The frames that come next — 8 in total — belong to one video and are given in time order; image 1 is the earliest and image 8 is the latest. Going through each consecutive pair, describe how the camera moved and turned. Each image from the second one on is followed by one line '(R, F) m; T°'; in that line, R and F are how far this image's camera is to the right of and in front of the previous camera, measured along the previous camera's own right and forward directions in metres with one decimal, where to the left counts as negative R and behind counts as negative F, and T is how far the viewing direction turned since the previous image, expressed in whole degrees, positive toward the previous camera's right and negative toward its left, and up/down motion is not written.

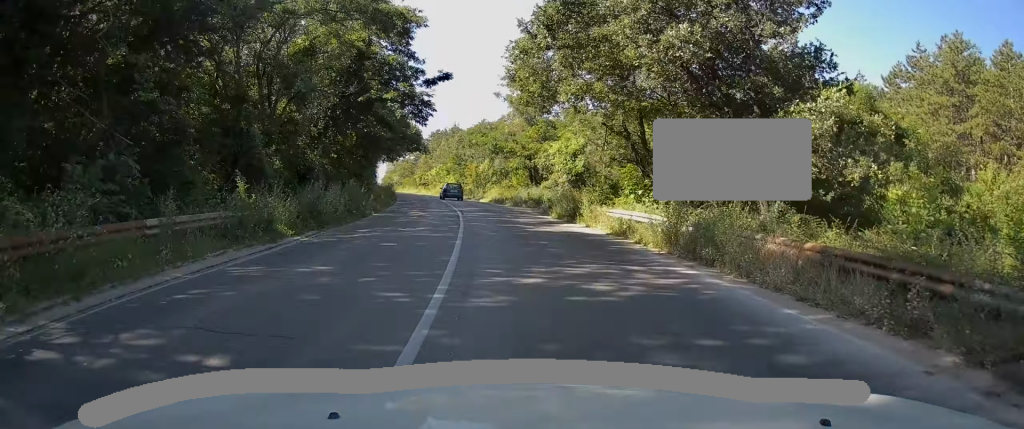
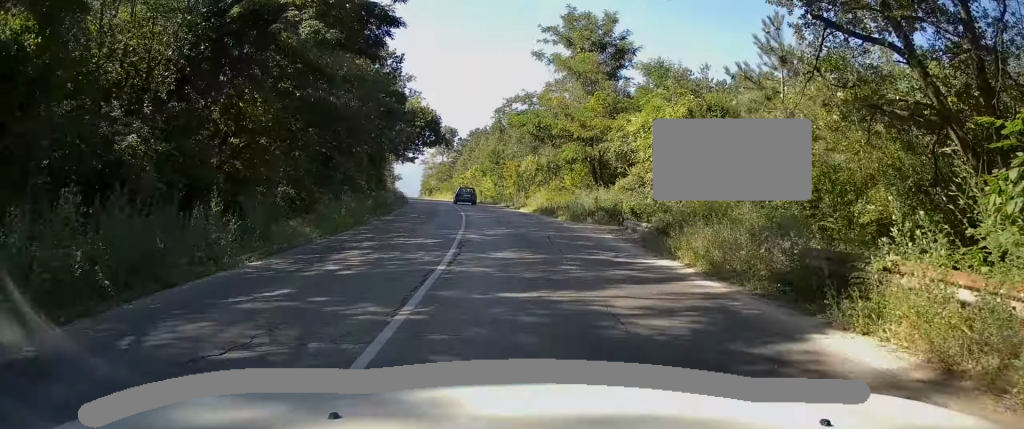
(-0.6, +16.1) m; -4°
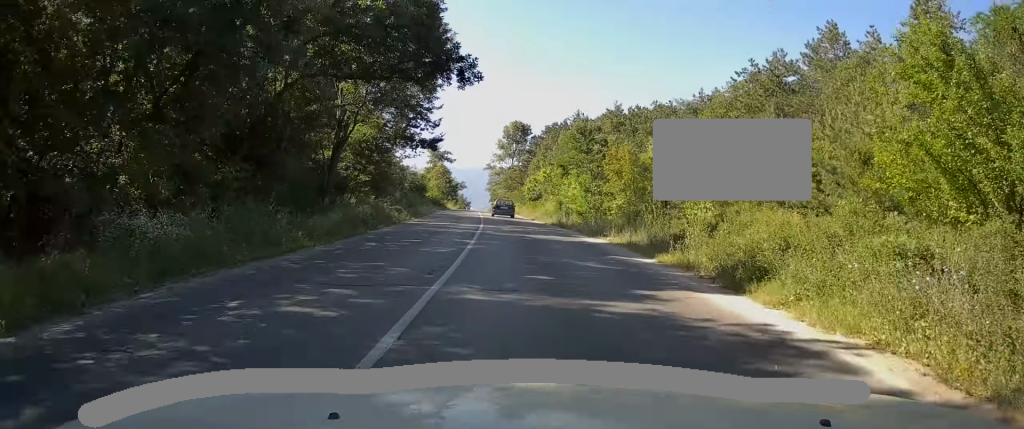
(-1.9, +31.5) m; -6°
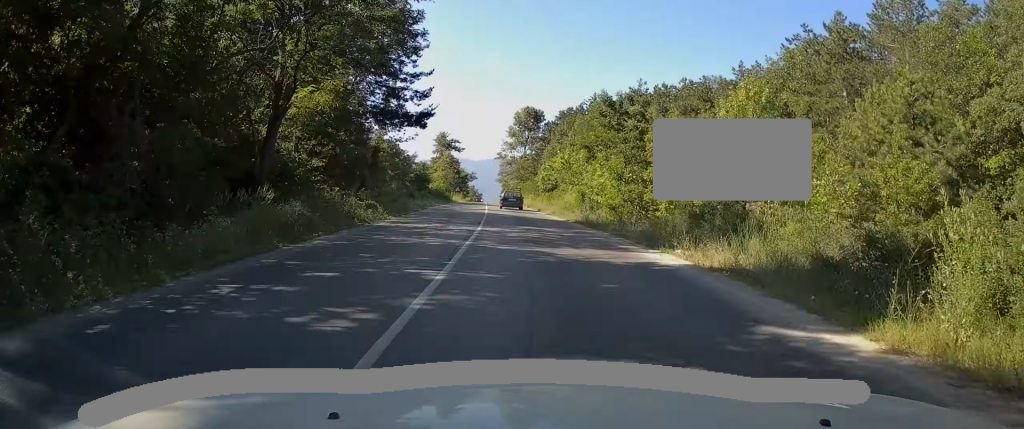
(-0.2, +8.4) m; -1°
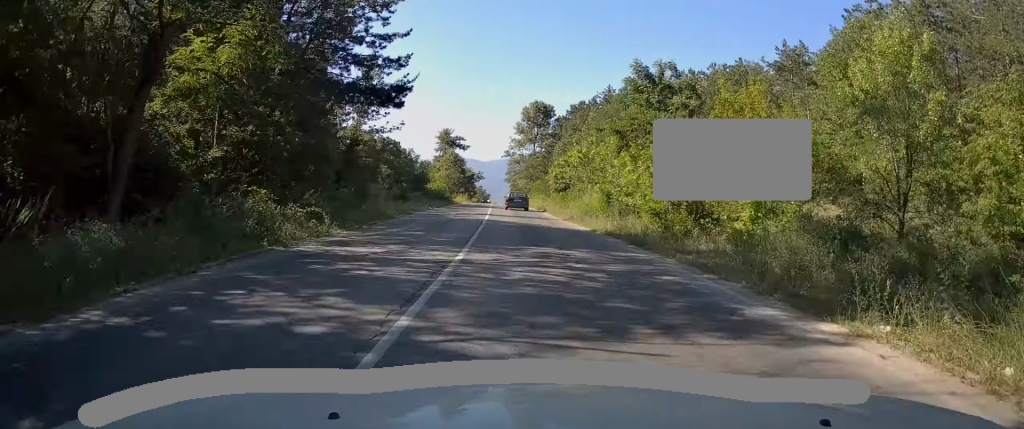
(-0.1, +7.8) m; -1°
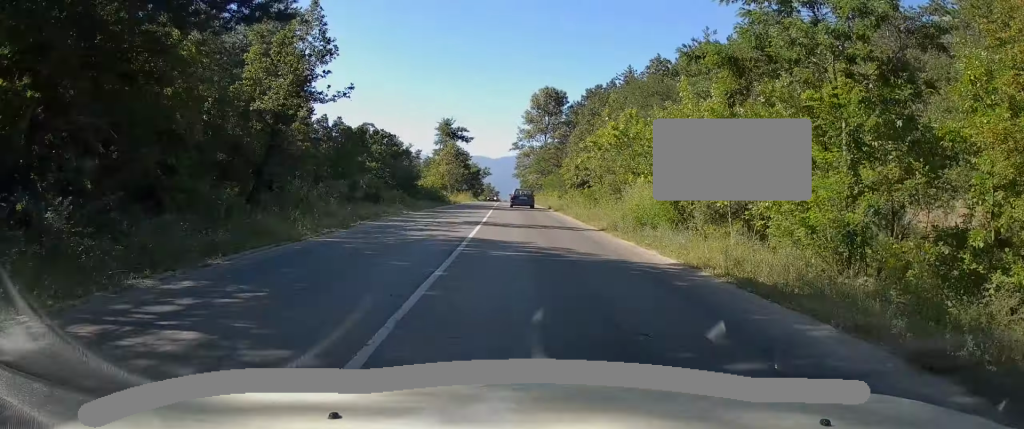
(-0.1, +12.0) m; -1°
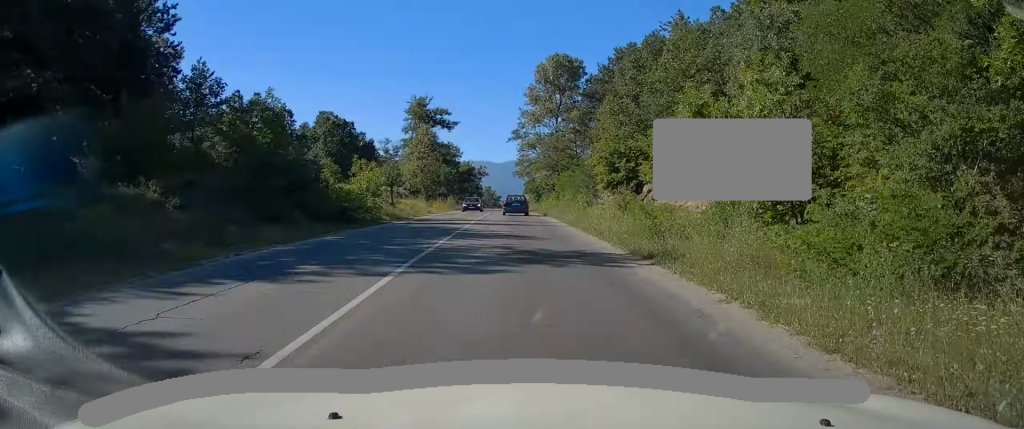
(-0.3, +28.1) m; -2°
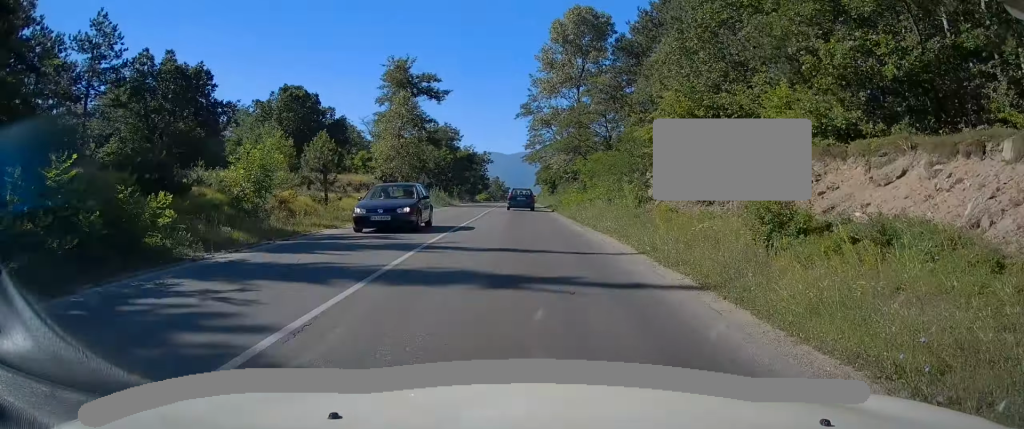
(-0.2, +17.6) m; 0°
